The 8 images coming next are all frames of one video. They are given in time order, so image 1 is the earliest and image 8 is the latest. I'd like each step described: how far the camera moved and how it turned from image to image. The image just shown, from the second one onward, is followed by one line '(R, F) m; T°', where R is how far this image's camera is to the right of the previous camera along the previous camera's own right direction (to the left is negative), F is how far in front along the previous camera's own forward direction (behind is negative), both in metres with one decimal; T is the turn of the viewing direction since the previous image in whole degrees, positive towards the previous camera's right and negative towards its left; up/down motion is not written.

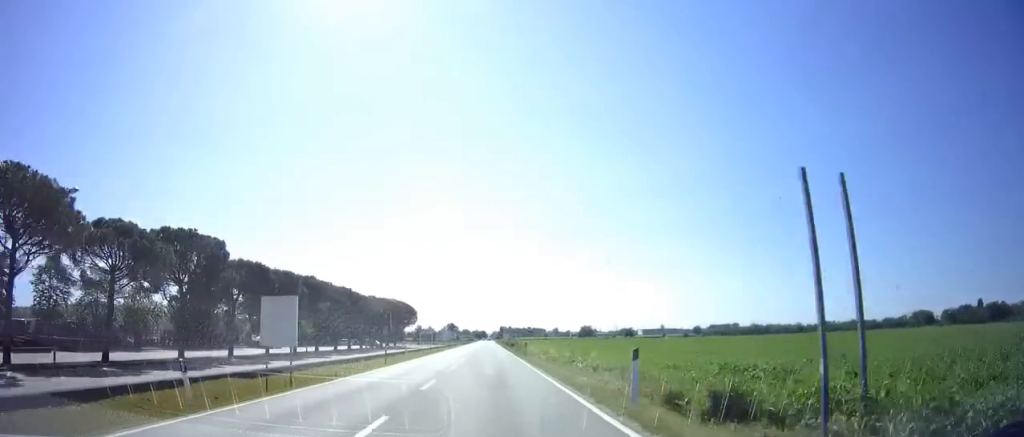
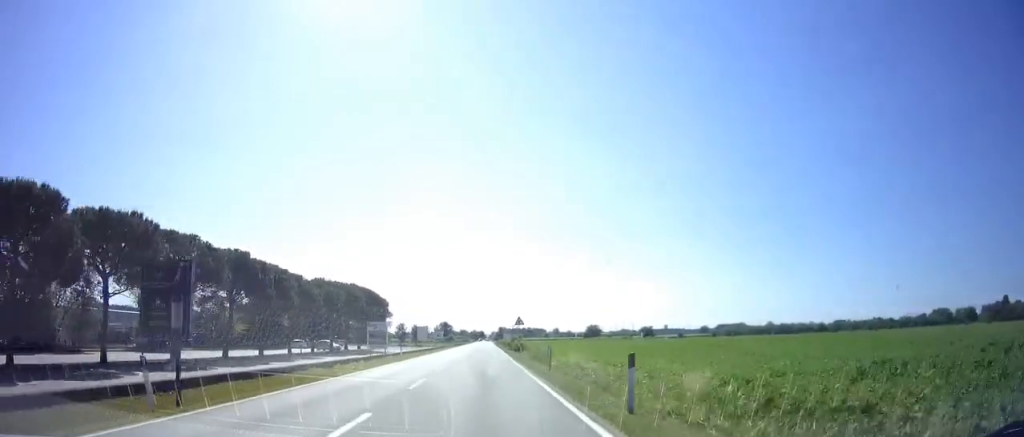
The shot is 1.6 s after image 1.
(-0.6, +30.3) m; -1°
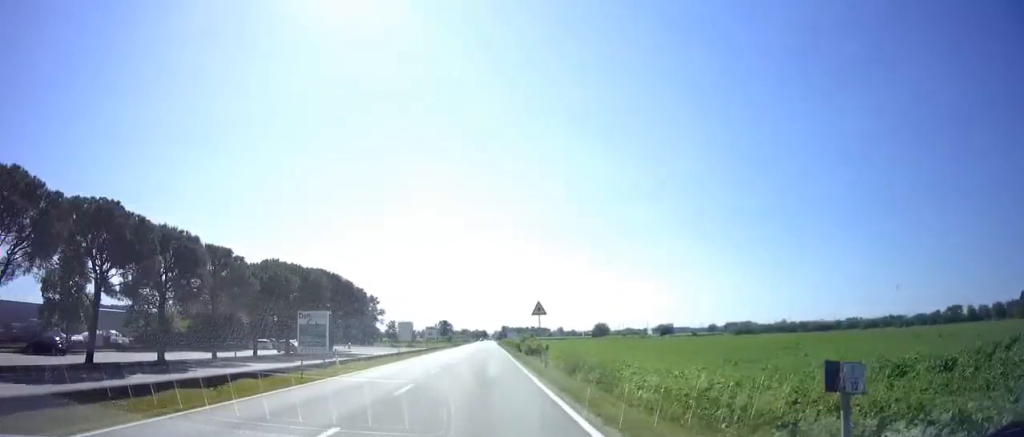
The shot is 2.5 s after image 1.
(+0.2, +16.5) m; +1°
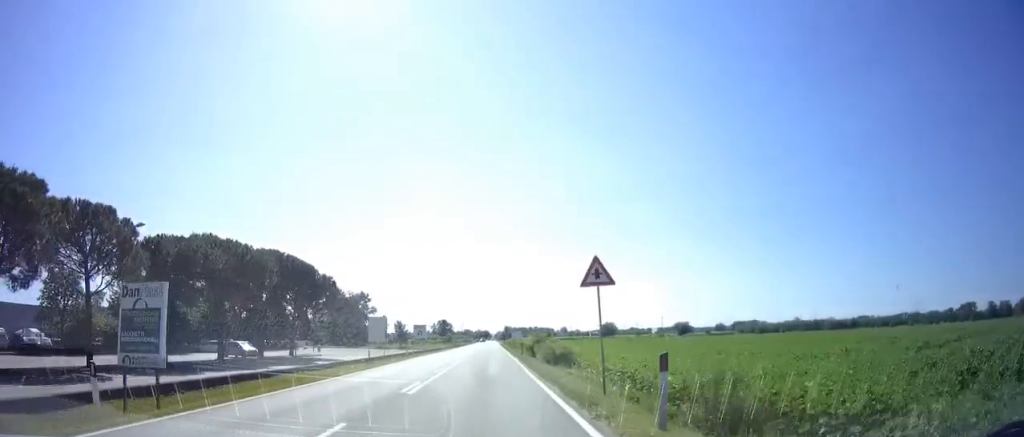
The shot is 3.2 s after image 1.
(+0.1, +14.6) m; 0°
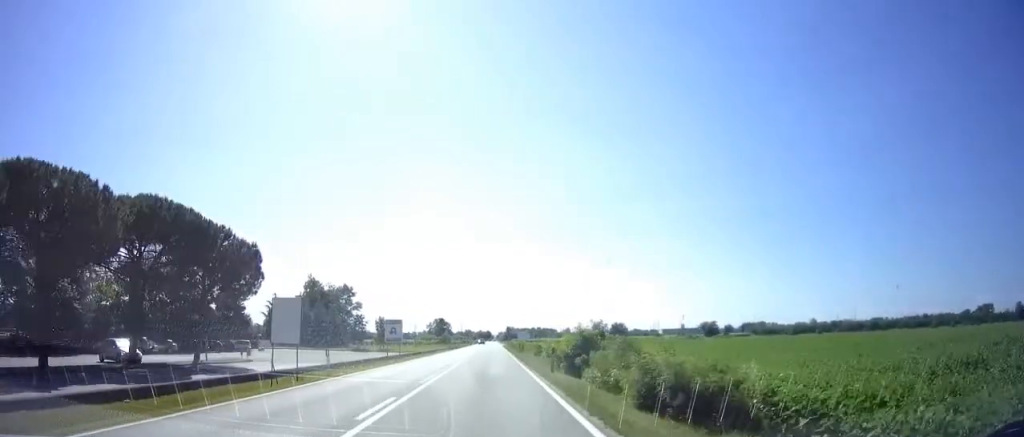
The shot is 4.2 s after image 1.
(0.0, +19.0) m; 0°
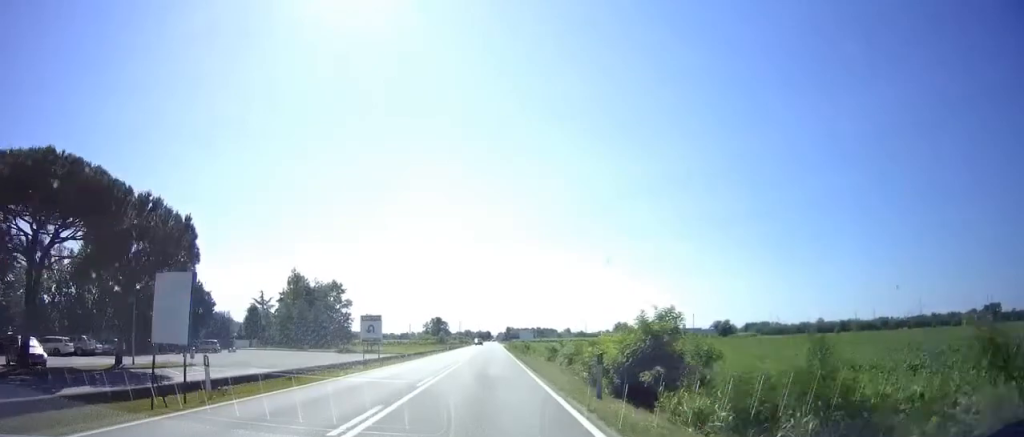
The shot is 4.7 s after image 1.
(0.0, +9.5) m; 0°
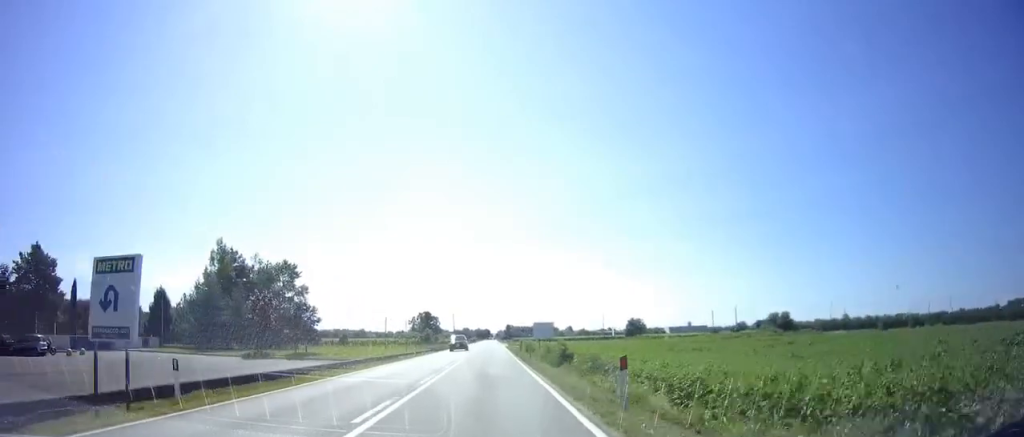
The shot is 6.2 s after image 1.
(-0.1, +28.8) m; -1°
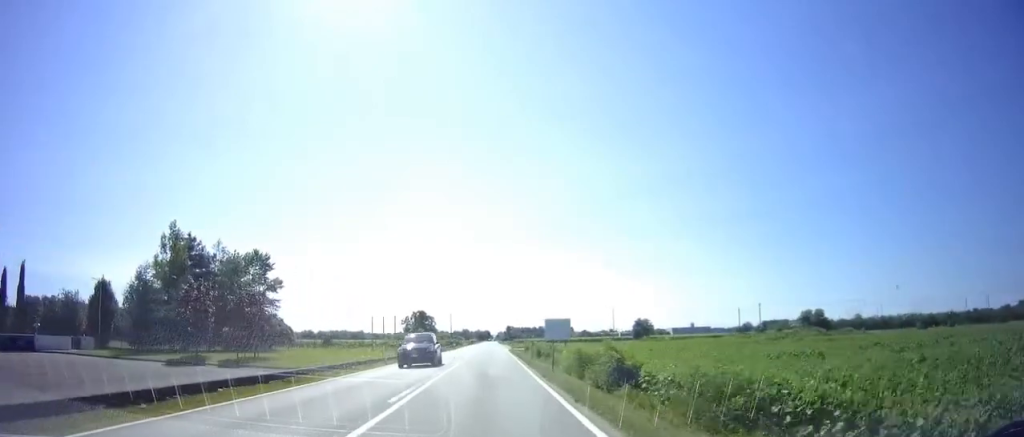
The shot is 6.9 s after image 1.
(0.0, +12.2) m; -1°
